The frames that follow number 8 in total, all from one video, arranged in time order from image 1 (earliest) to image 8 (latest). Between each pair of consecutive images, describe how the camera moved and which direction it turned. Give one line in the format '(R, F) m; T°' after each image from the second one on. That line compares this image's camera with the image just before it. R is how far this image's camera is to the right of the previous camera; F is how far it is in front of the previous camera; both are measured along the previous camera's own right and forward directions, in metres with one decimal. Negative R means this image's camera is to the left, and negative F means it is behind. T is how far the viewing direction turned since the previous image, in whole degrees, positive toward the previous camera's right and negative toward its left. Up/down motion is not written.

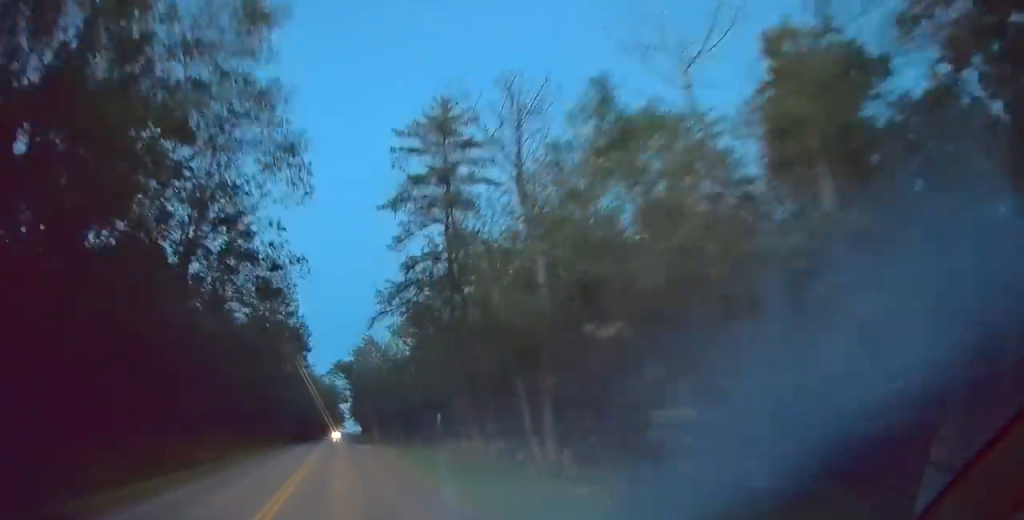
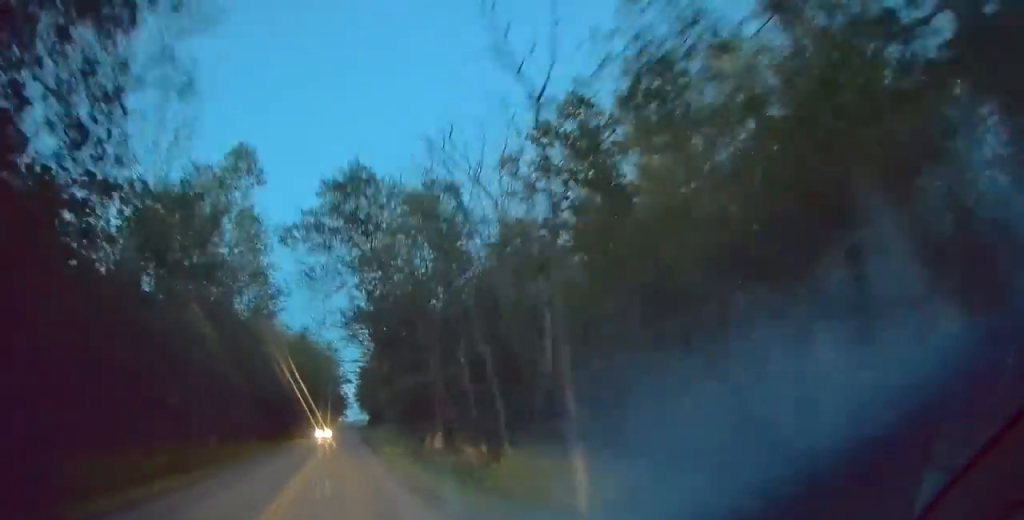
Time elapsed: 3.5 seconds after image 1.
(-0.2, +57.8) m; +1°
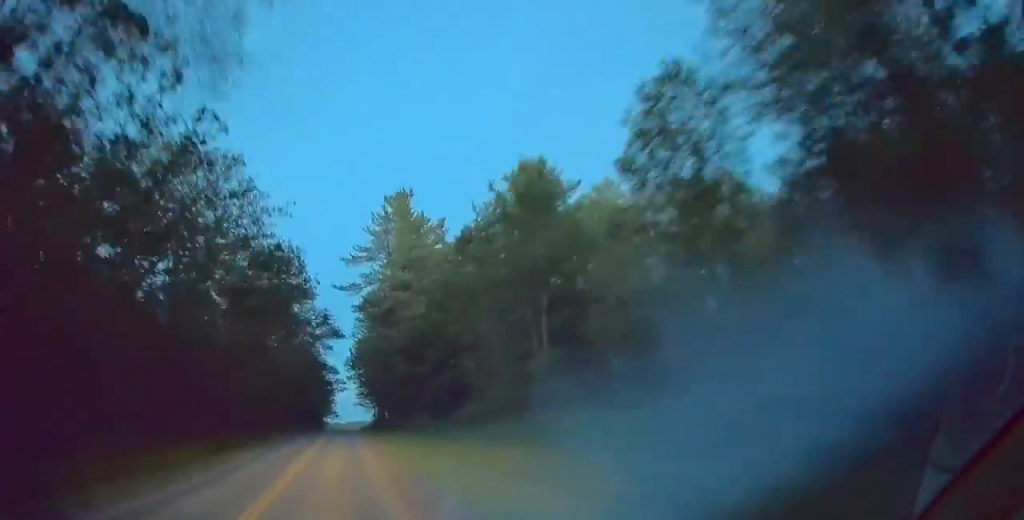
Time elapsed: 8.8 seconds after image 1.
(+1.3, +87.2) m; +1°
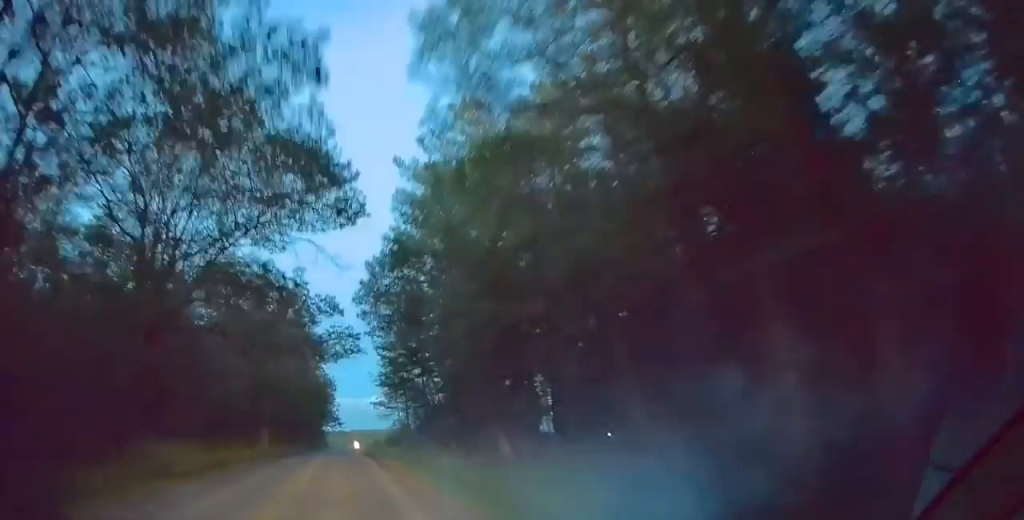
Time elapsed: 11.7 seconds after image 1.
(+0.1, +47.3) m; 0°
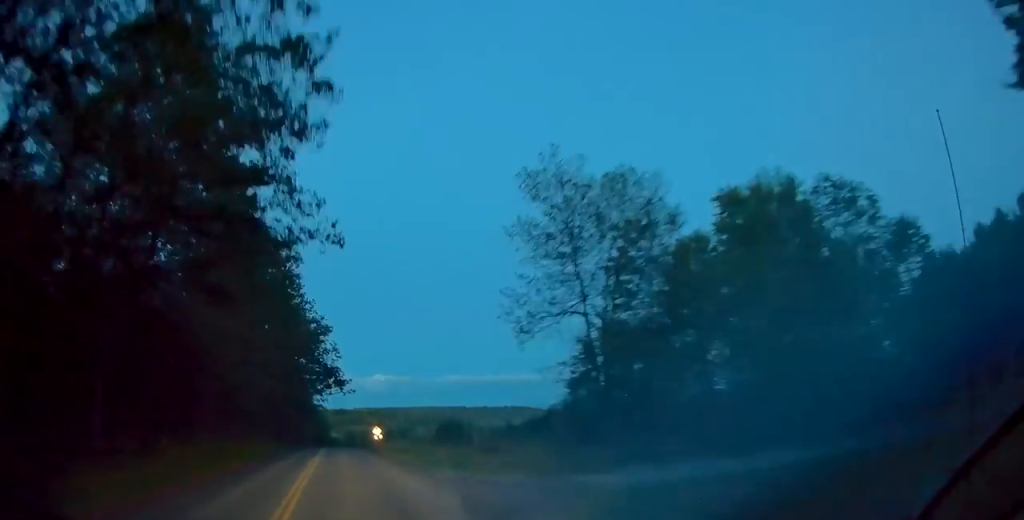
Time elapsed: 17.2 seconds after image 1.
(-1.3, +87.4) m; -2°
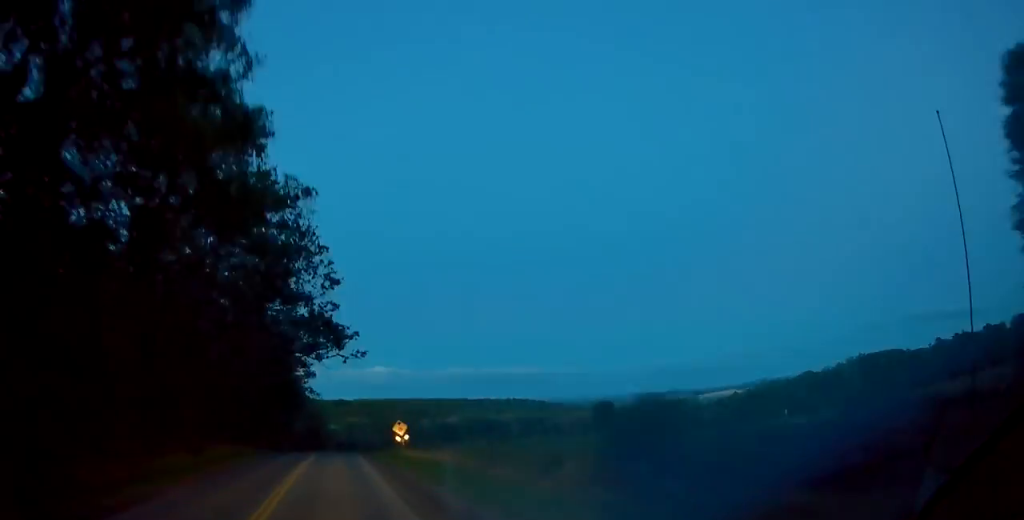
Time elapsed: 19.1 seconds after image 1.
(-0.1, +30.2) m; -1°
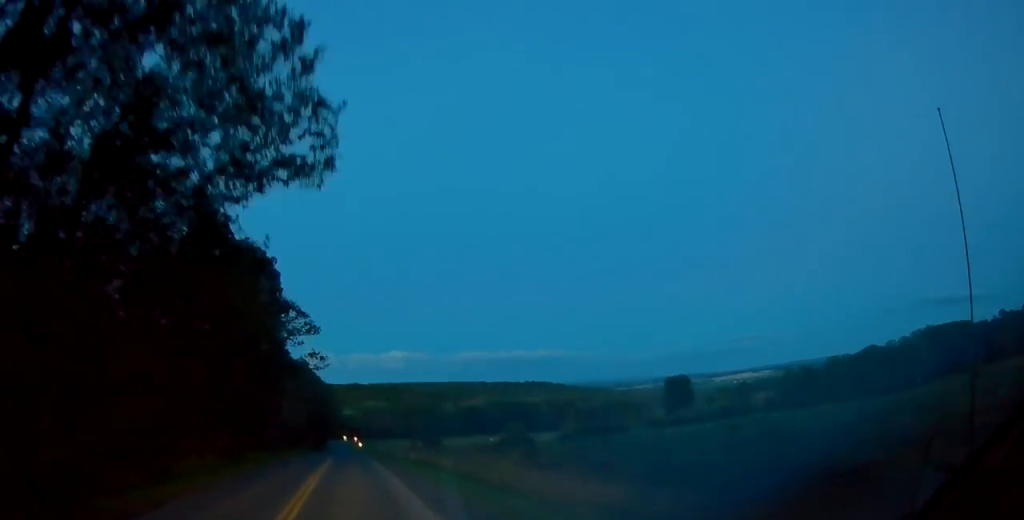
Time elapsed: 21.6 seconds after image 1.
(-0.7, +41.9) m; 0°
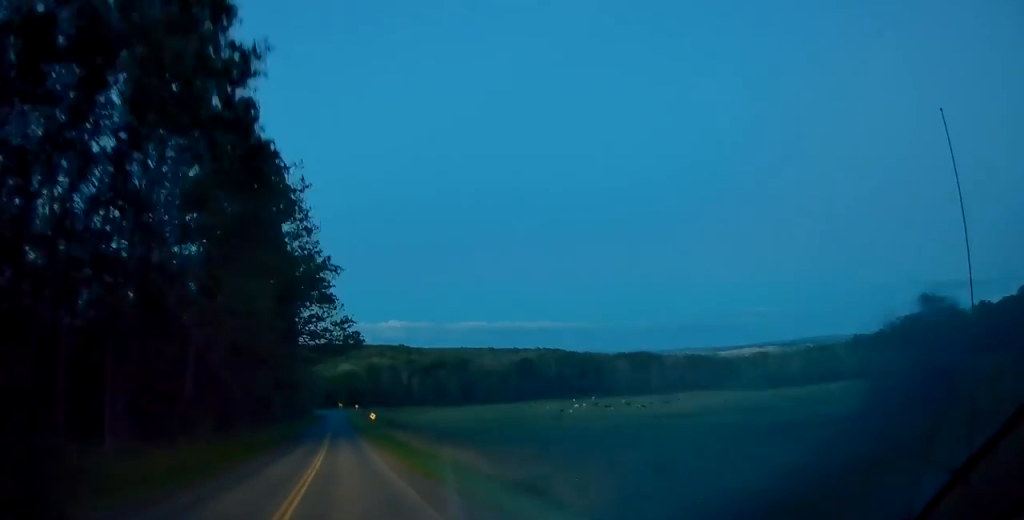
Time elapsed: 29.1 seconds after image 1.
(+0.9, +127.3) m; 0°
